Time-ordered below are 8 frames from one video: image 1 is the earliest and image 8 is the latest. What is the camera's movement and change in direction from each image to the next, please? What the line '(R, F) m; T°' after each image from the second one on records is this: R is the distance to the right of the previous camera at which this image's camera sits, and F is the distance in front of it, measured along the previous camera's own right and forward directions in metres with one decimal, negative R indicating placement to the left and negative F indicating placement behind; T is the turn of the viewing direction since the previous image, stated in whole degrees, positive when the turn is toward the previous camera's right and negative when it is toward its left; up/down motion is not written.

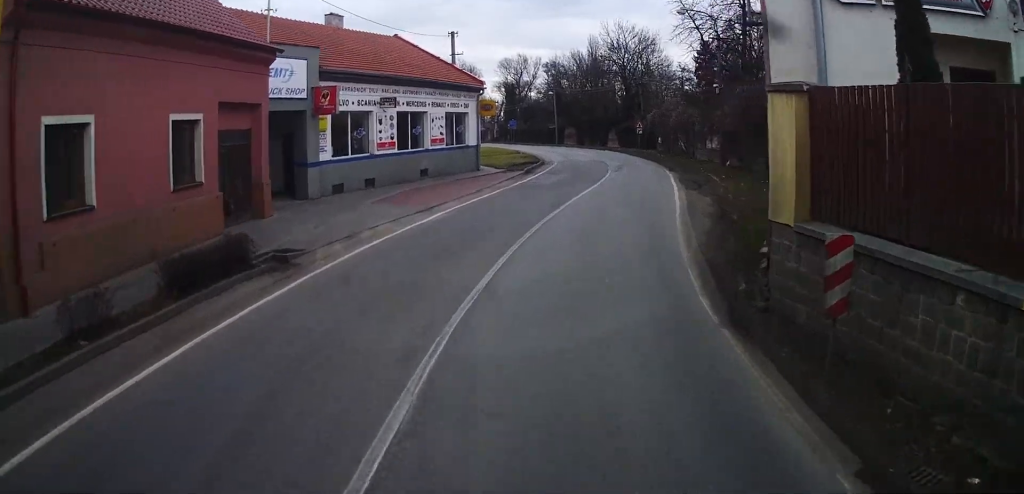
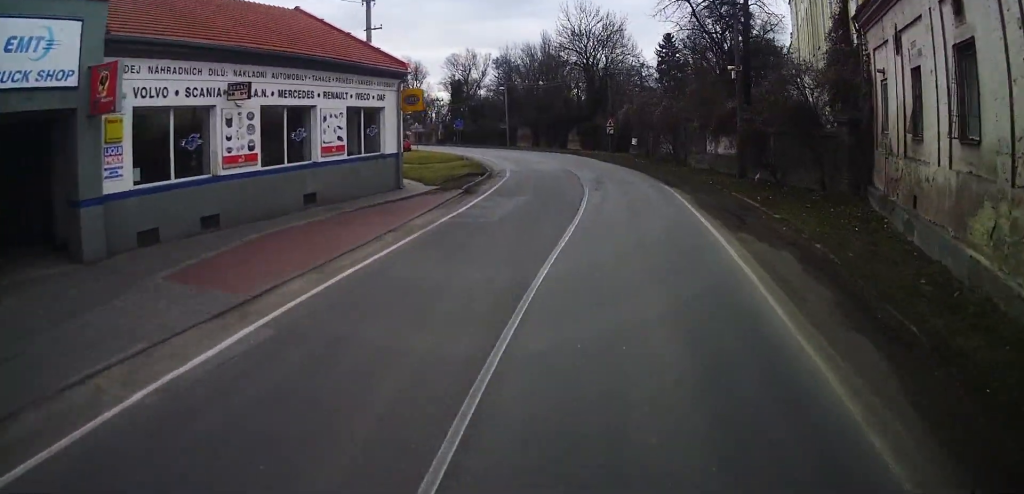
(-0.2, +9.8) m; -2°
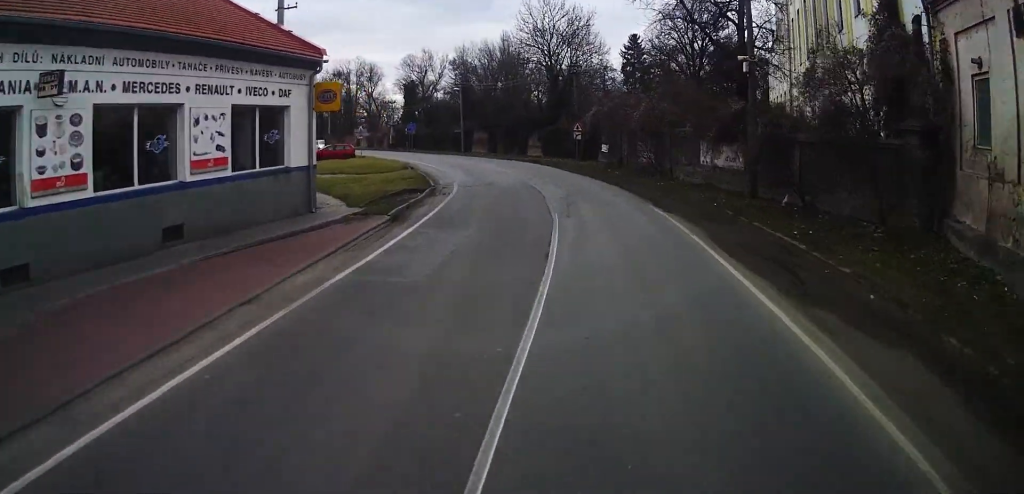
(0.0, +5.4) m; +2°
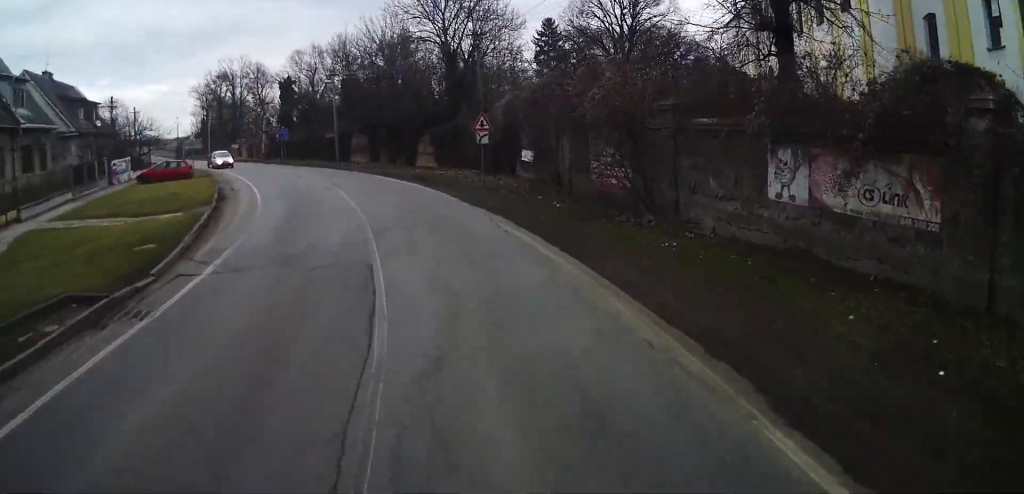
(+1.5, +13.9) m; +13°
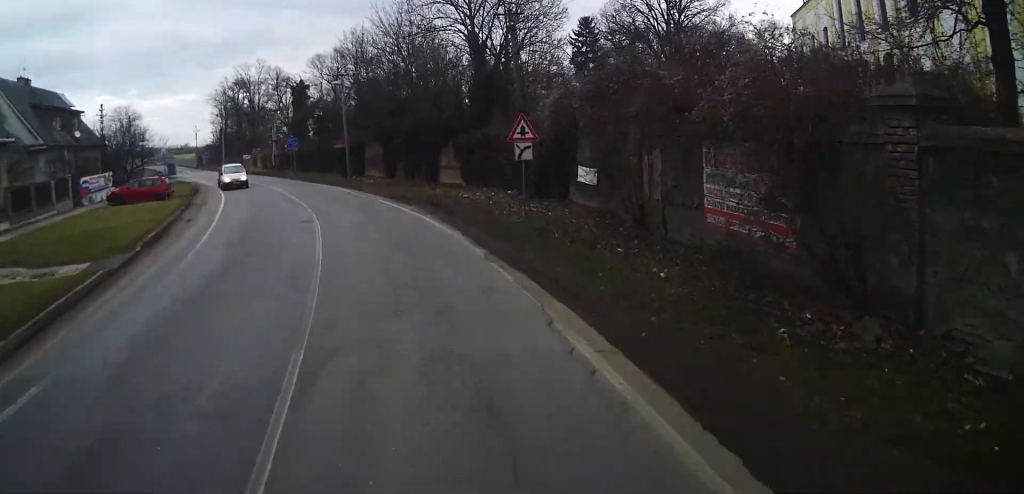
(+0.4, +7.3) m; +2°
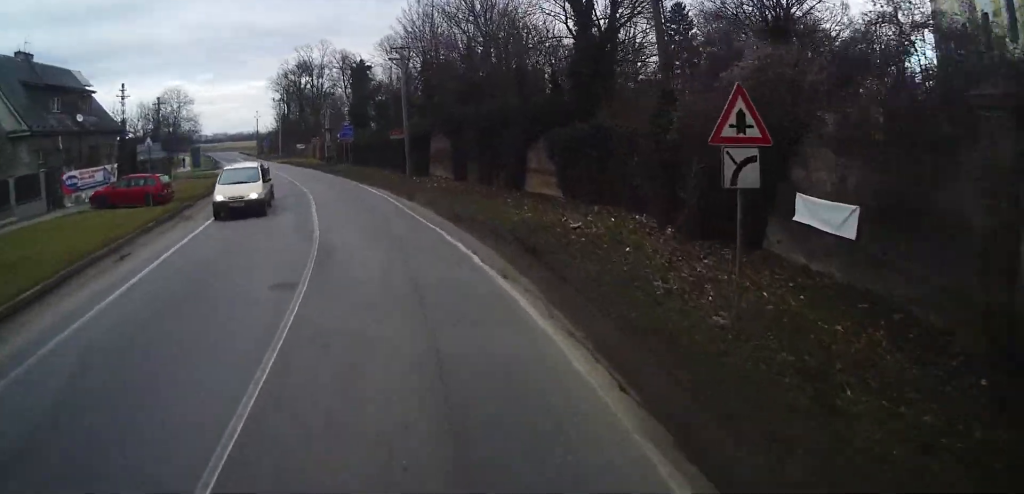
(-0.1, +8.6) m; -4°
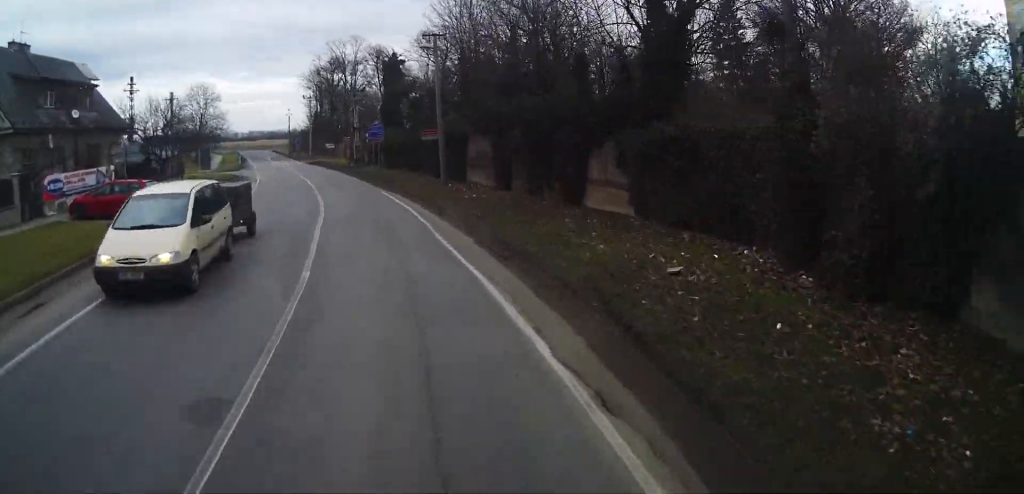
(-0.2, +4.4) m; -3°
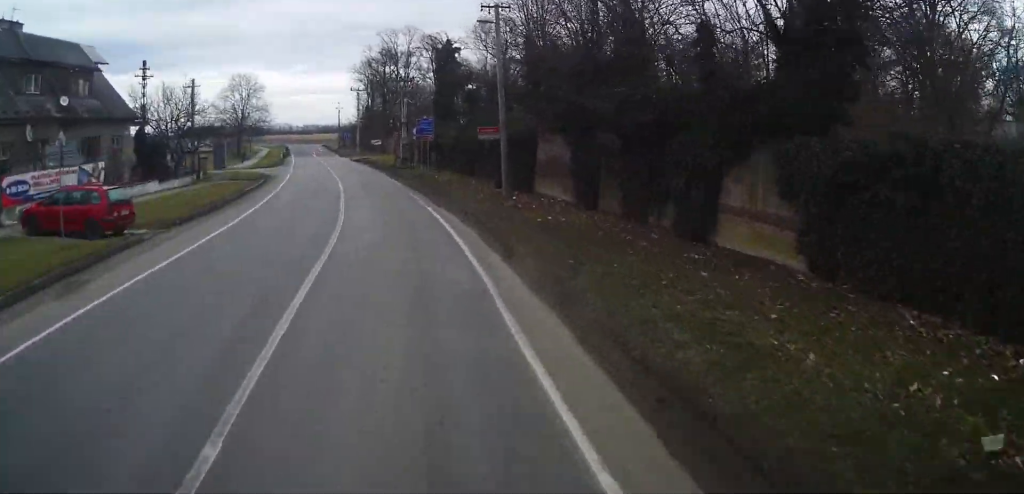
(-0.2, +6.2) m; -5°
